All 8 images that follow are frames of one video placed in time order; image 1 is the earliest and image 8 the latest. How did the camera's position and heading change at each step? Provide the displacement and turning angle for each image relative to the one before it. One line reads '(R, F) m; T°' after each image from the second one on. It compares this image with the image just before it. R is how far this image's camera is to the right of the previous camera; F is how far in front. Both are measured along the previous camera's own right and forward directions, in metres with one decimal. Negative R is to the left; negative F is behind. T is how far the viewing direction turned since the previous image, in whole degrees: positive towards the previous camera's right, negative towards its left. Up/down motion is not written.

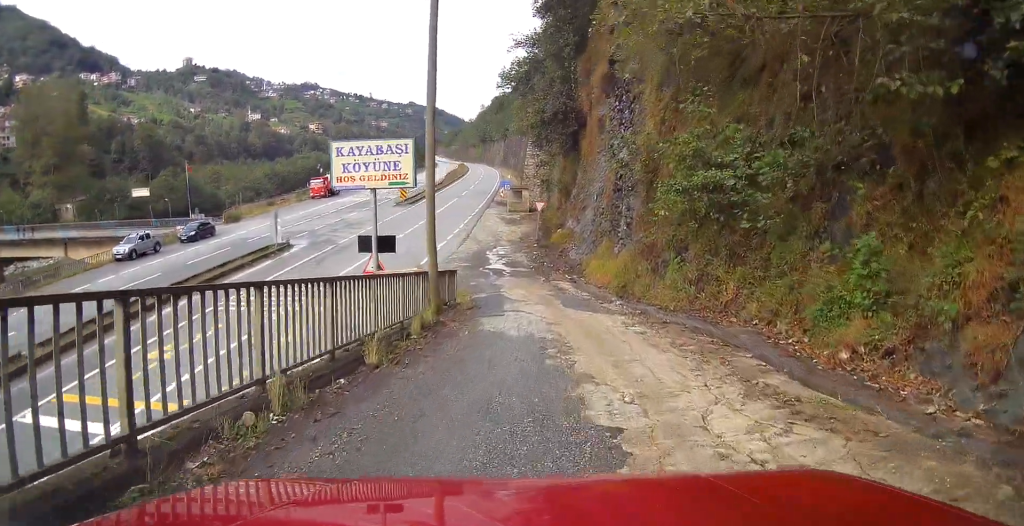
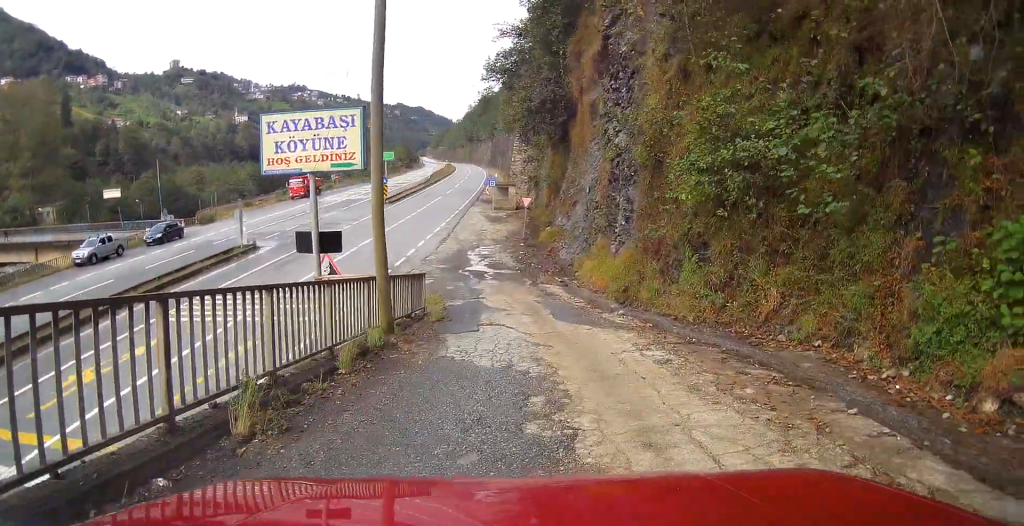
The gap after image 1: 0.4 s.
(+0.1, +3.1) m; 0°
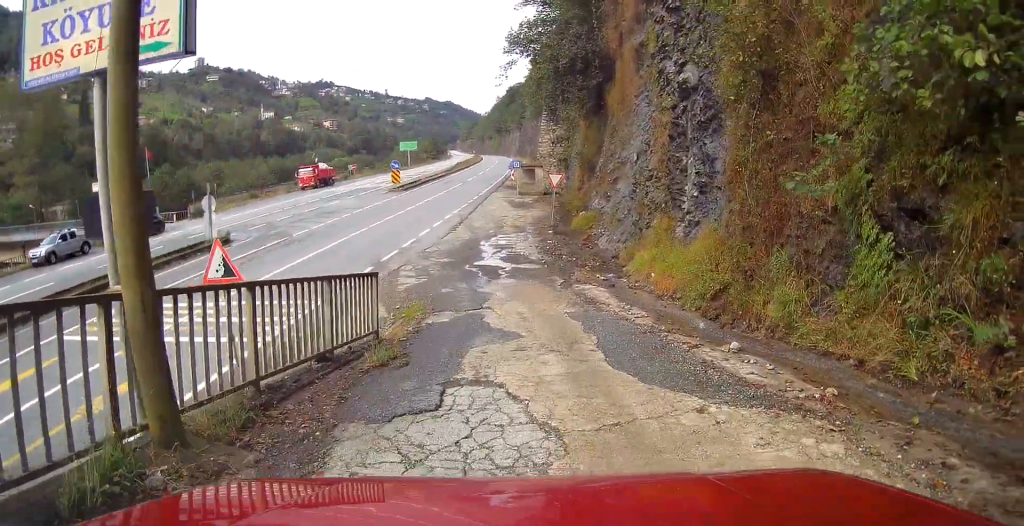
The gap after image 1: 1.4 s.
(0.0, +6.8) m; -2°
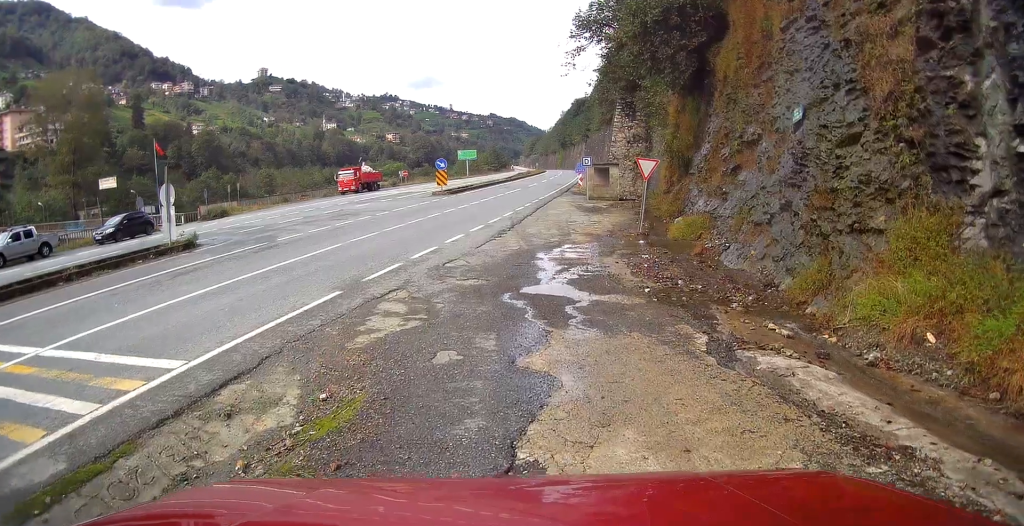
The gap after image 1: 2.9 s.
(-0.3, +9.8) m; -2°
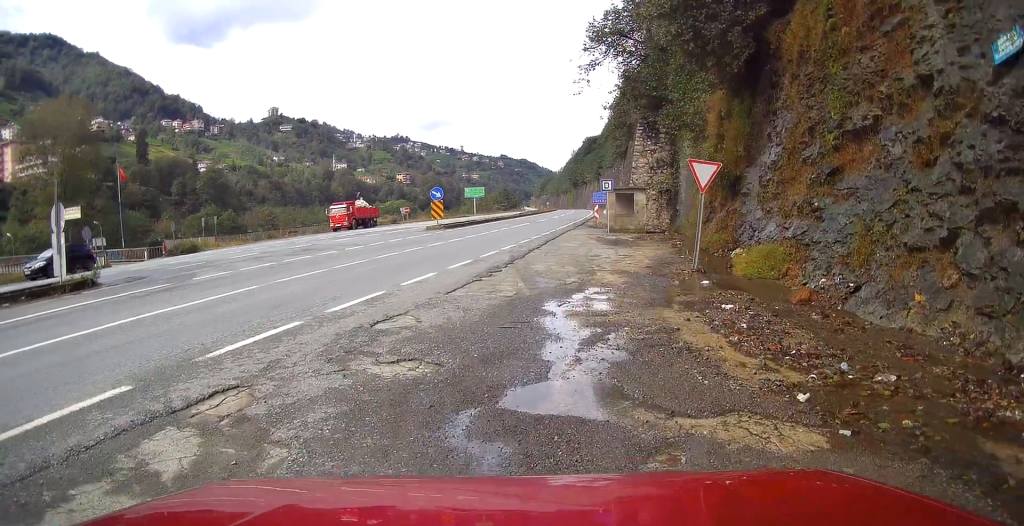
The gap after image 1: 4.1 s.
(+0.1, +7.3) m; +3°
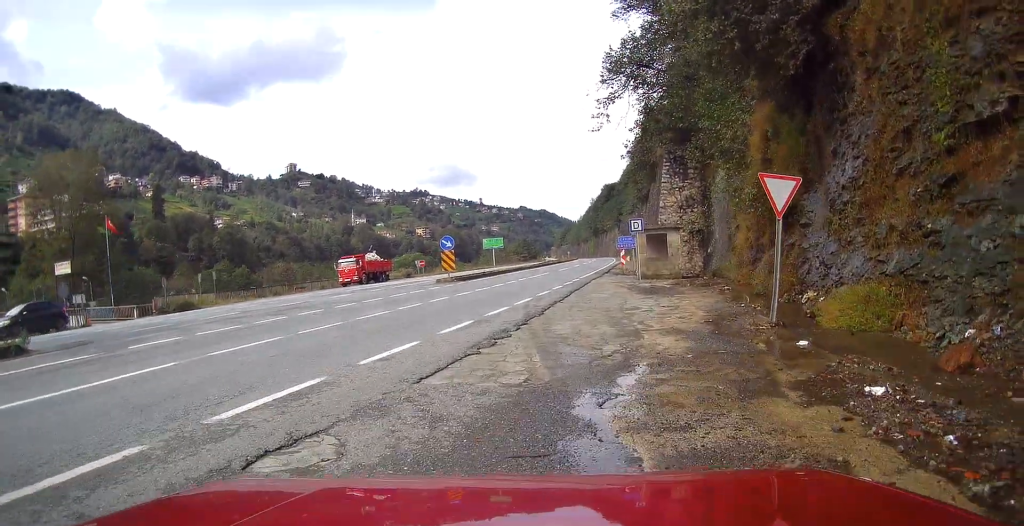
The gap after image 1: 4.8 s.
(+0.1, +4.1) m; +2°
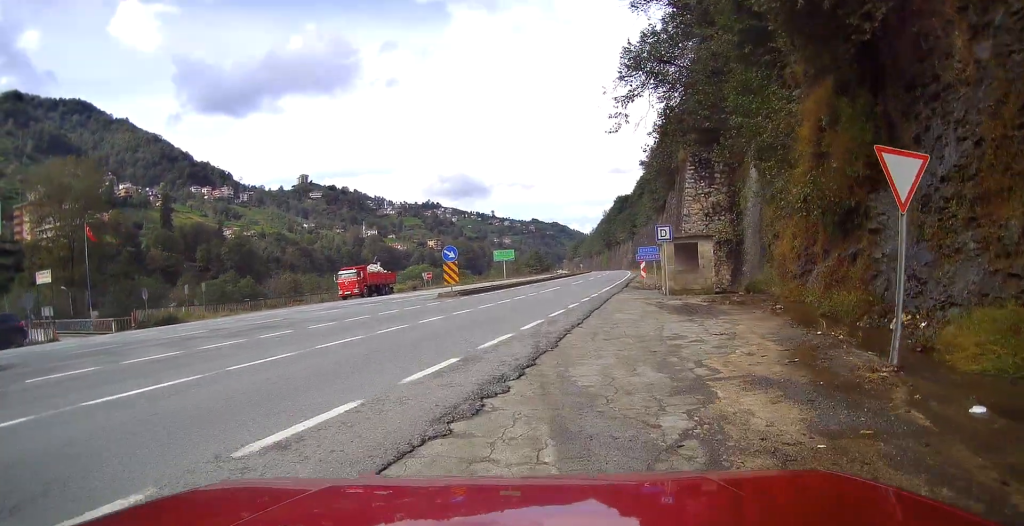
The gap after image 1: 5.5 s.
(-0.1, +3.8) m; +1°
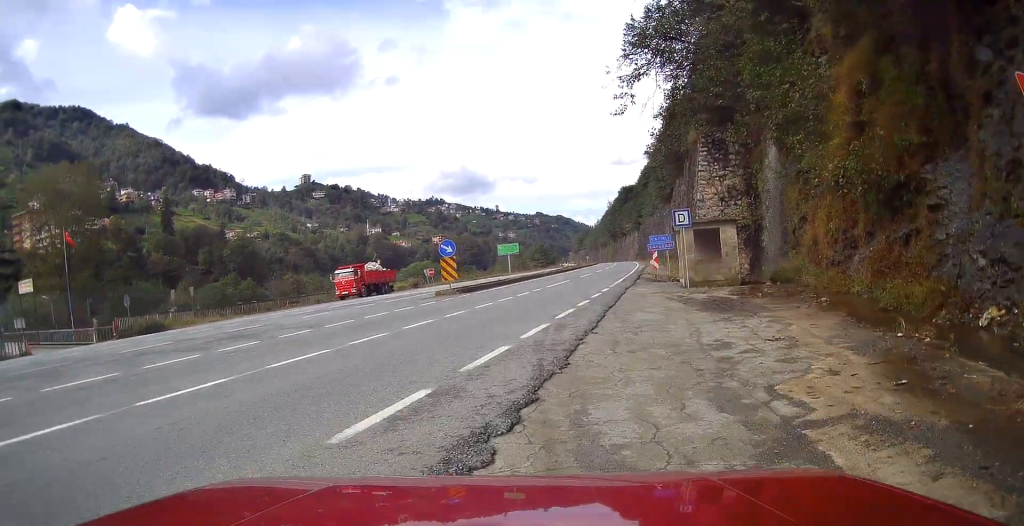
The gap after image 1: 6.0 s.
(+0.1, +2.8) m; 0°
